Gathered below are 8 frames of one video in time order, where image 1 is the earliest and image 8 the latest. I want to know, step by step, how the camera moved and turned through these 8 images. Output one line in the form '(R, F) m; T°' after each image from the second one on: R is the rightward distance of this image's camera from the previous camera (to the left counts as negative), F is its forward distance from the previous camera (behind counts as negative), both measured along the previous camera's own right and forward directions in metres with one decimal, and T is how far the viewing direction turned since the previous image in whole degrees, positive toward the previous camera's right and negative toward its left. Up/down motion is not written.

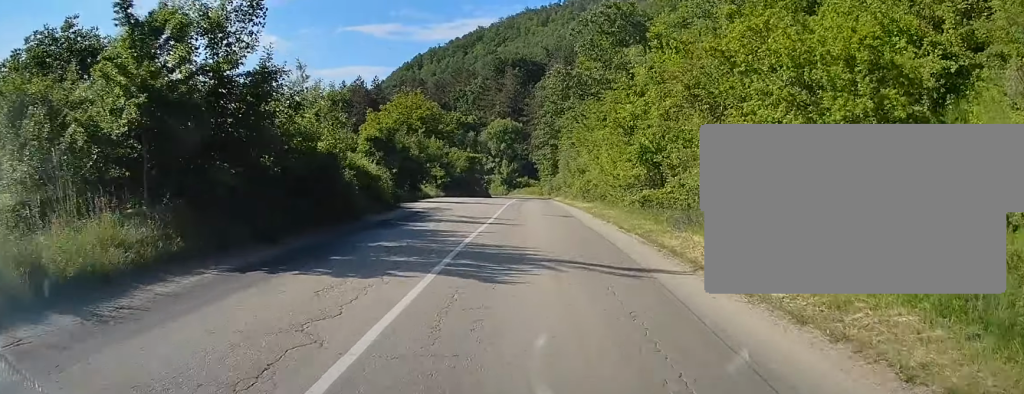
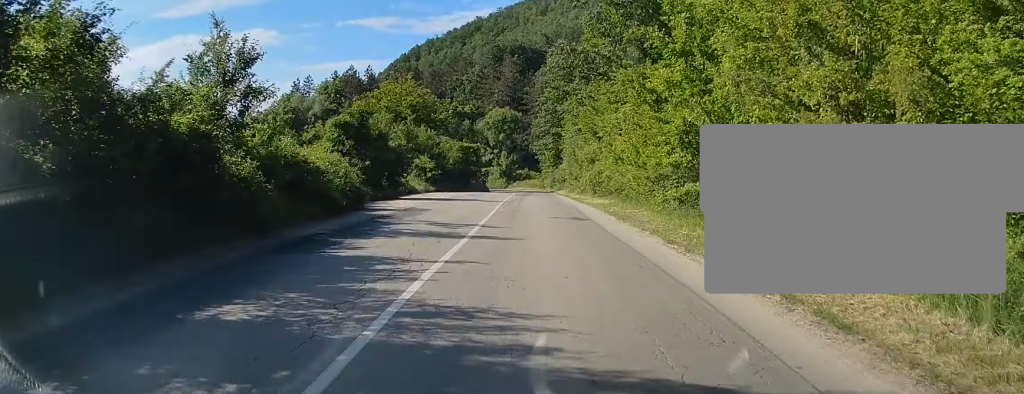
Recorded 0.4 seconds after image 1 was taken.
(0.0, +7.0) m; 0°
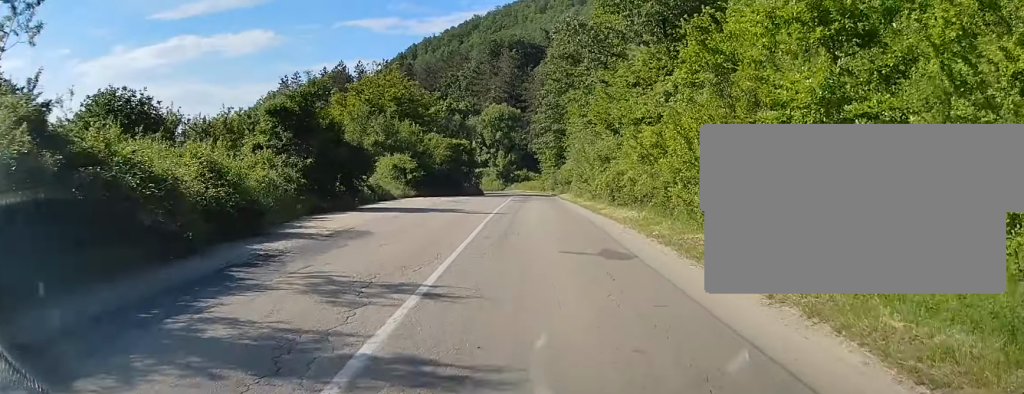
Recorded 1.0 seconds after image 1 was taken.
(0.0, +9.1) m; 0°
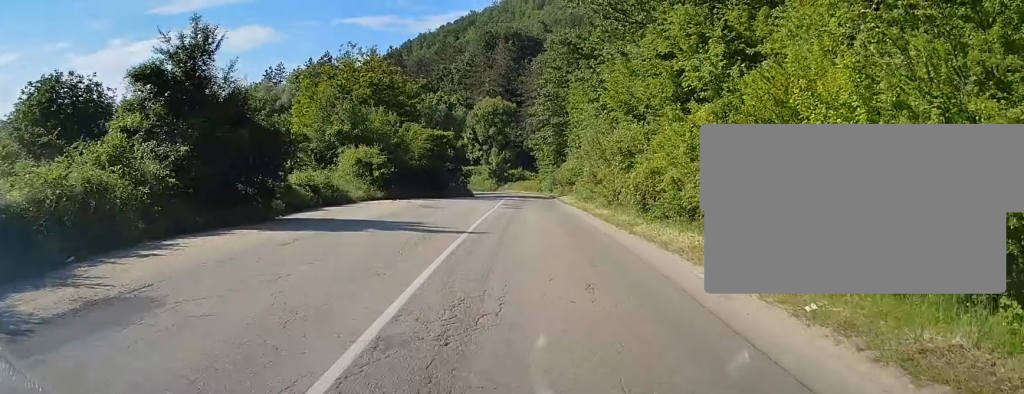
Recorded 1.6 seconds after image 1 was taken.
(0.0, +9.3) m; 0°
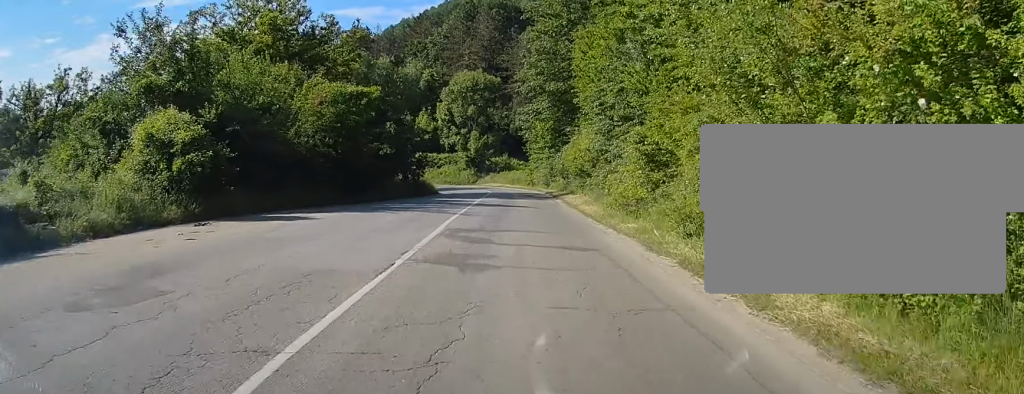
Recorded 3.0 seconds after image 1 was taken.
(0.0, +21.6) m; 0°
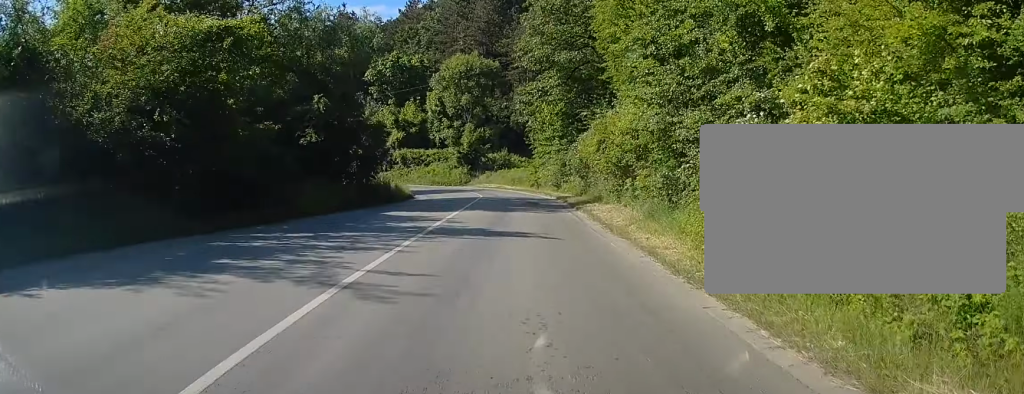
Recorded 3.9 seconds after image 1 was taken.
(+0.1, +13.3) m; +1°
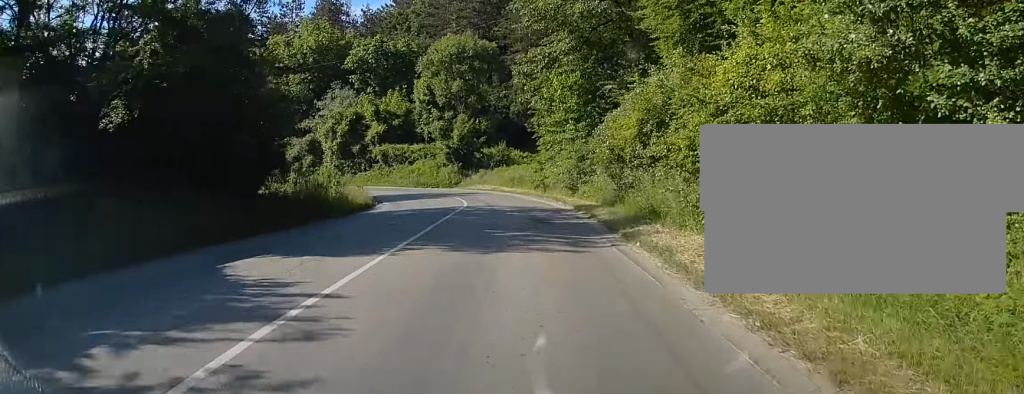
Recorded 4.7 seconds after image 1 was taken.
(+0.2, +11.7) m; 0°
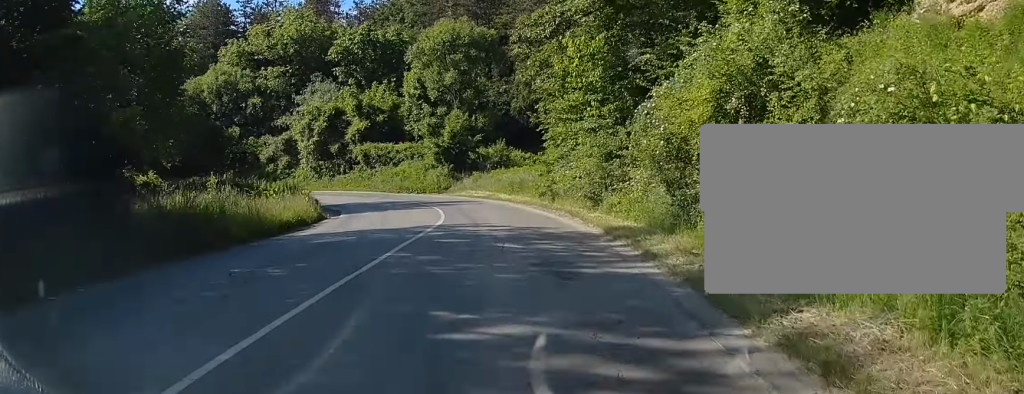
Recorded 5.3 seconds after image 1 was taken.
(0.0, +8.5) m; -4°
